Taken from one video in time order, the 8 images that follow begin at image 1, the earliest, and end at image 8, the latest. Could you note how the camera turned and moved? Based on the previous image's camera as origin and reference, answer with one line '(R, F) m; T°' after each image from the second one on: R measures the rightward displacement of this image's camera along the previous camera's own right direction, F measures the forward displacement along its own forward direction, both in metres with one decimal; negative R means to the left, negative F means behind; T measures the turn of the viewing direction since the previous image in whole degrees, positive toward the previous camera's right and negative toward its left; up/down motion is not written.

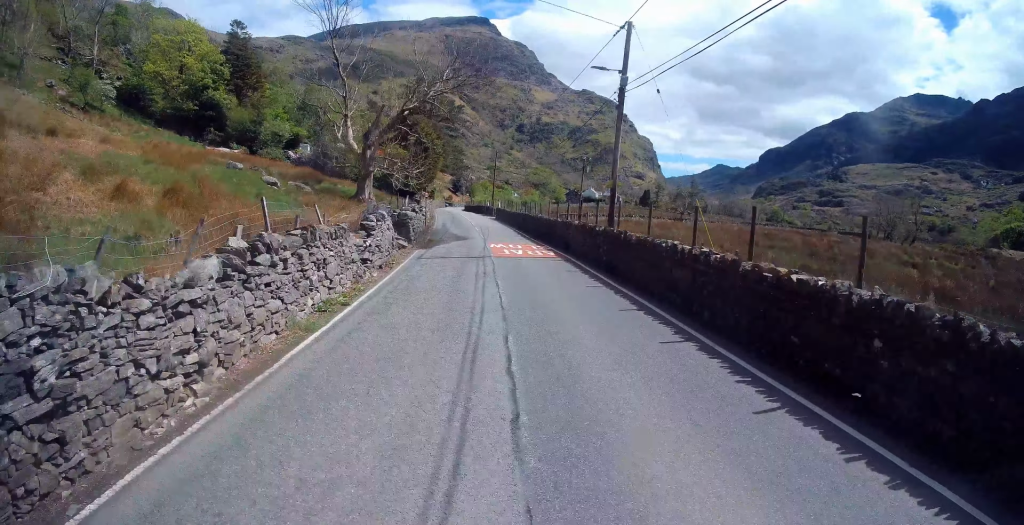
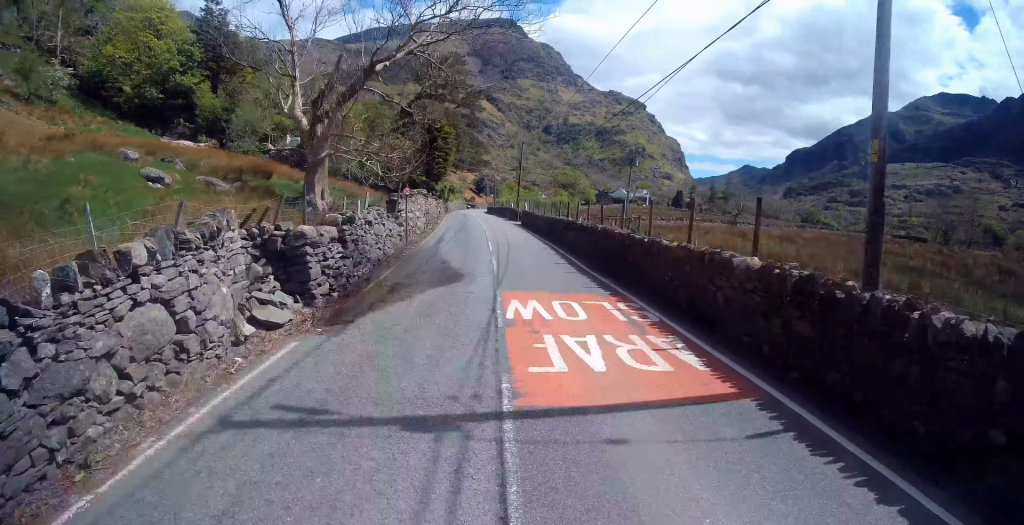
(-0.5, +12.7) m; -4°
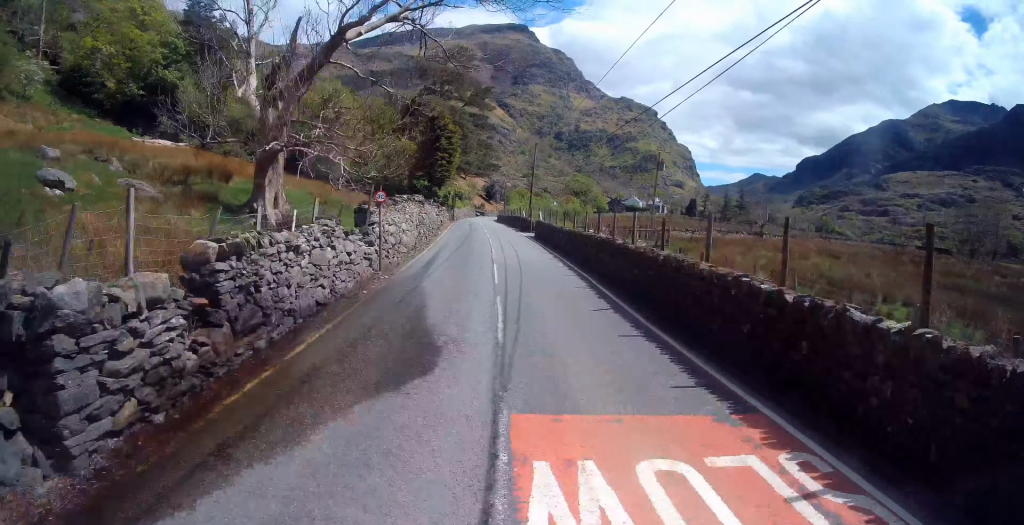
(-0.2, +5.5) m; -2°
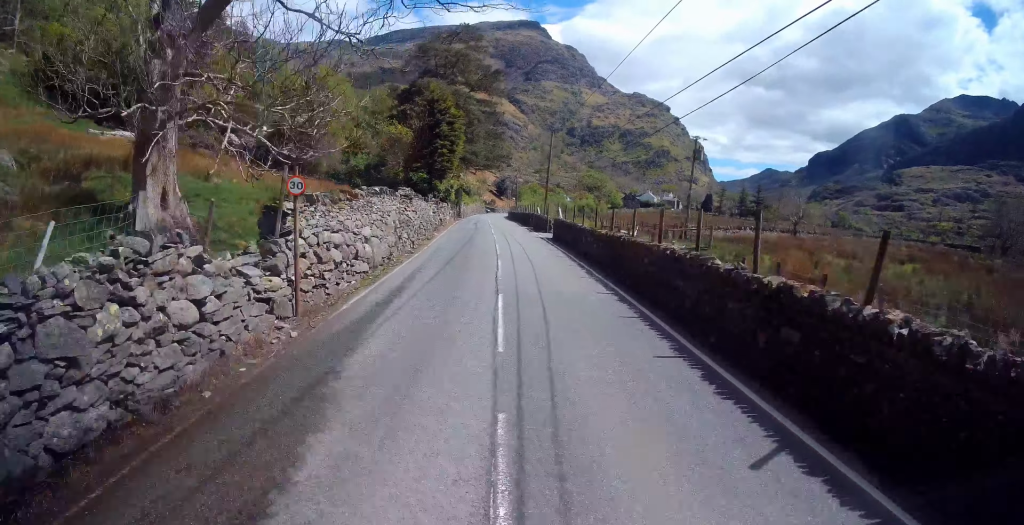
(0.0, +6.4) m; -1°
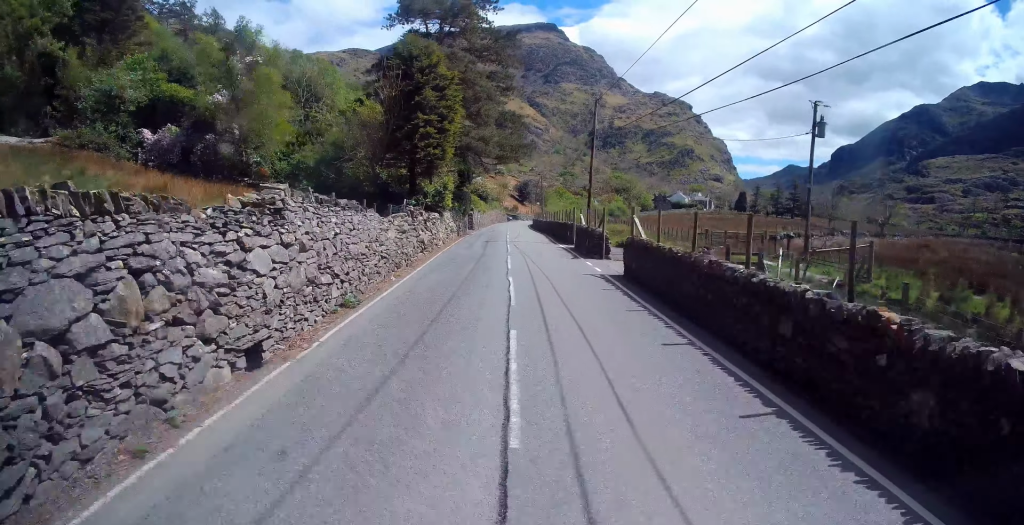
(-0.4, +13.9) m; -3°
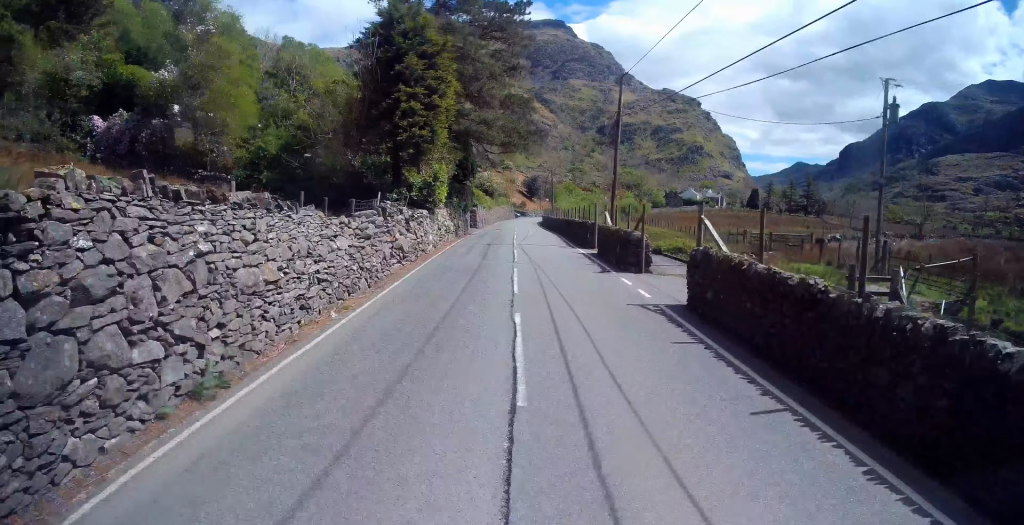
(-0.1, +5.0) m; -1°
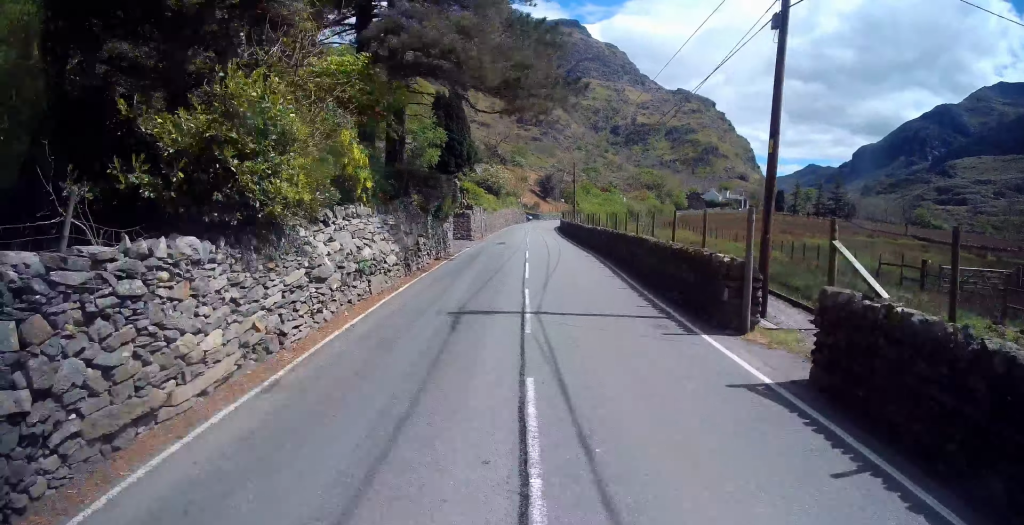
(0.0, +14.7) m; 0°
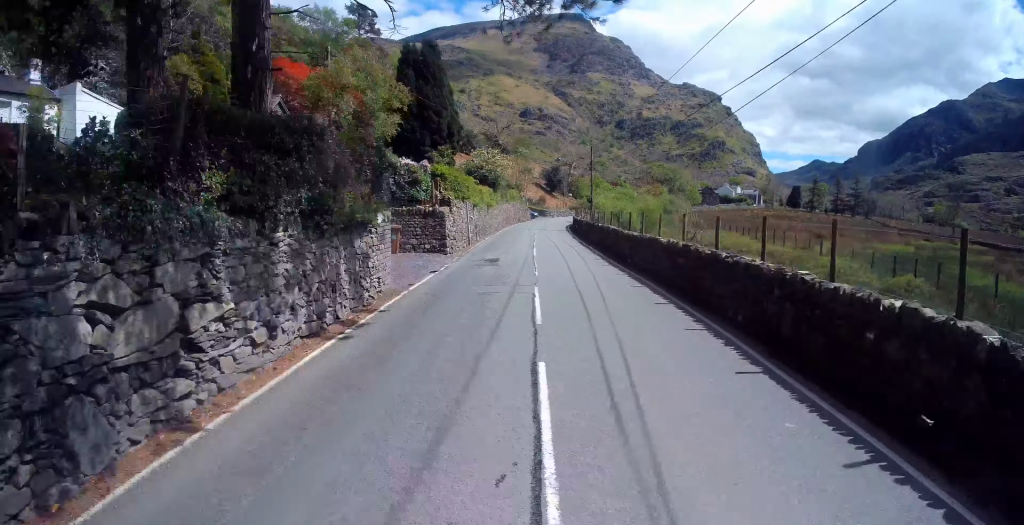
(0.0, +11.7) m; 0°
